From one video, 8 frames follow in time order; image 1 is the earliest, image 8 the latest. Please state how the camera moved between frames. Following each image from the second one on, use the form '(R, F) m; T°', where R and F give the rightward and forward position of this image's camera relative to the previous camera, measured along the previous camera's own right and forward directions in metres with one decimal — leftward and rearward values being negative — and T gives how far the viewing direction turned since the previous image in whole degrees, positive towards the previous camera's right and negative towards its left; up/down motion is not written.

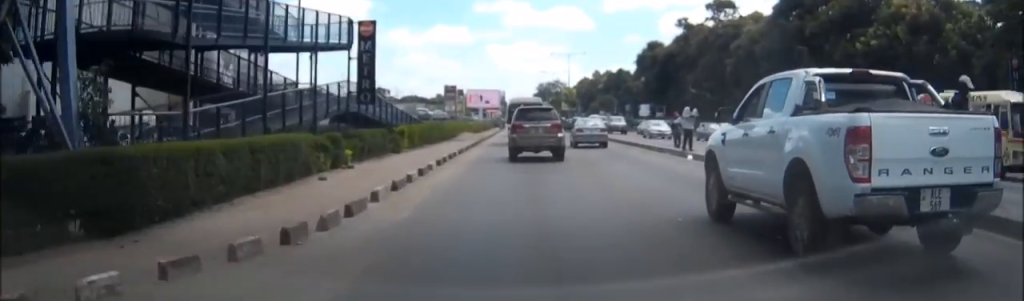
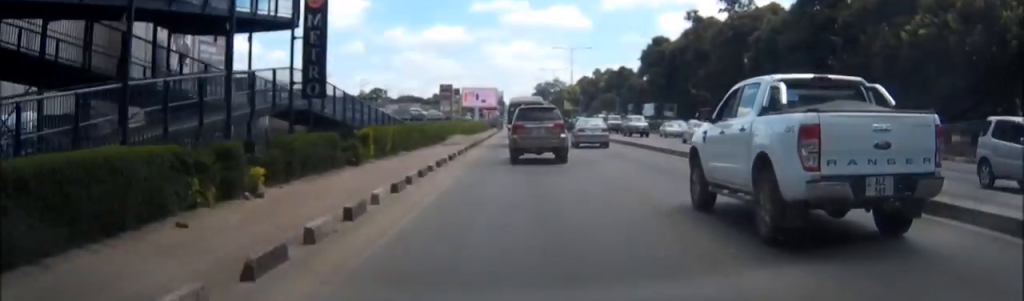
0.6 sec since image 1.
(0.0, +8.1) m; 0°
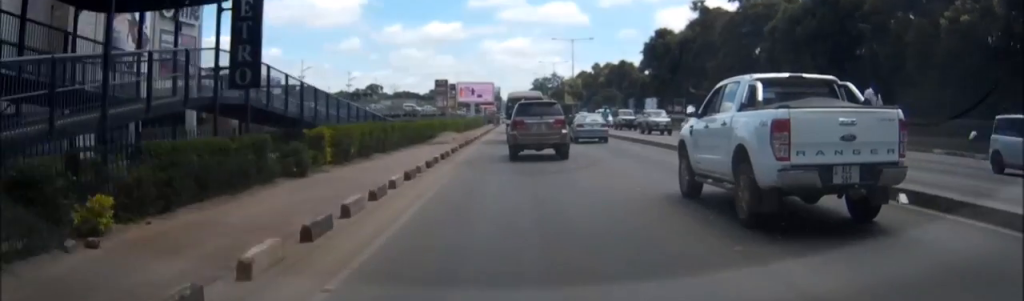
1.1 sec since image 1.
(0.0, +6.0) m; 0°
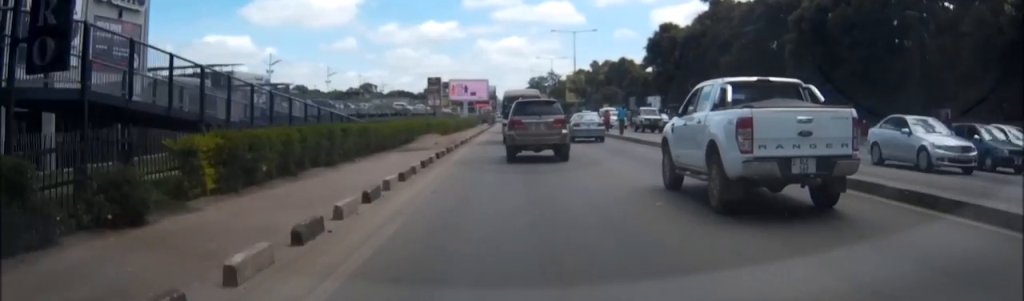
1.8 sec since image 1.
(0.0, +8.7) m; 0°
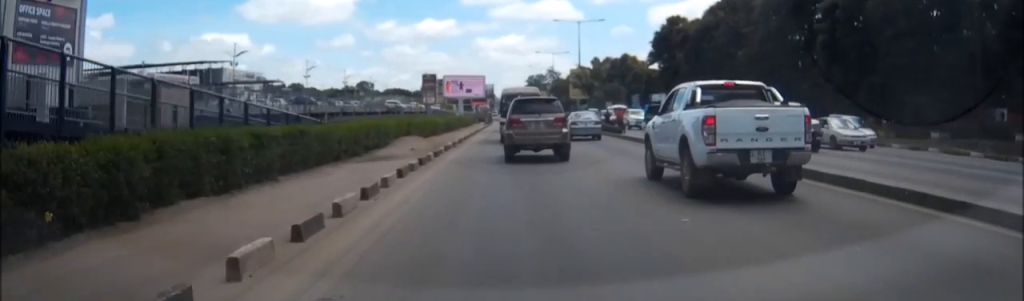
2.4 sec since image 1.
(0.0, +8.0) m; 0°
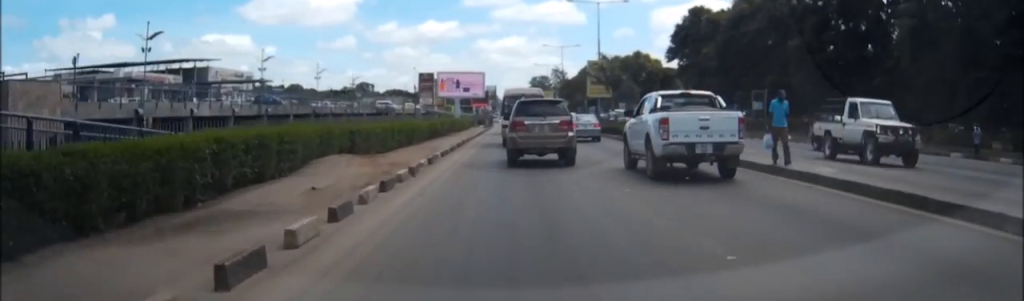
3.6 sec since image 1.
(0.0, +14.9) m; +1°
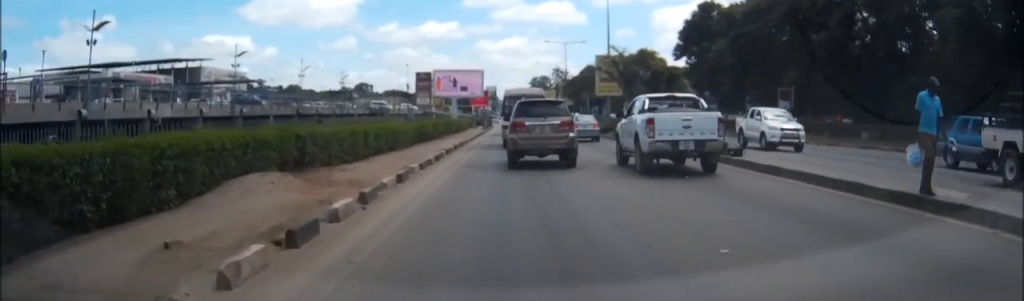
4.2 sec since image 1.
(0.0, +6.0) m; 0°
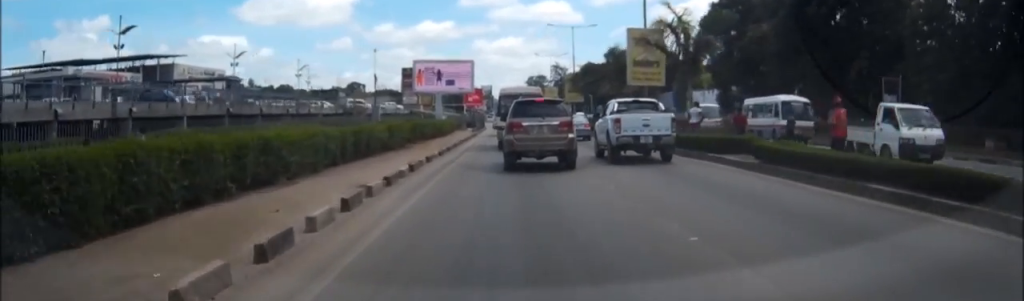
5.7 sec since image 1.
(+0.1, +17.0) m; 0°
